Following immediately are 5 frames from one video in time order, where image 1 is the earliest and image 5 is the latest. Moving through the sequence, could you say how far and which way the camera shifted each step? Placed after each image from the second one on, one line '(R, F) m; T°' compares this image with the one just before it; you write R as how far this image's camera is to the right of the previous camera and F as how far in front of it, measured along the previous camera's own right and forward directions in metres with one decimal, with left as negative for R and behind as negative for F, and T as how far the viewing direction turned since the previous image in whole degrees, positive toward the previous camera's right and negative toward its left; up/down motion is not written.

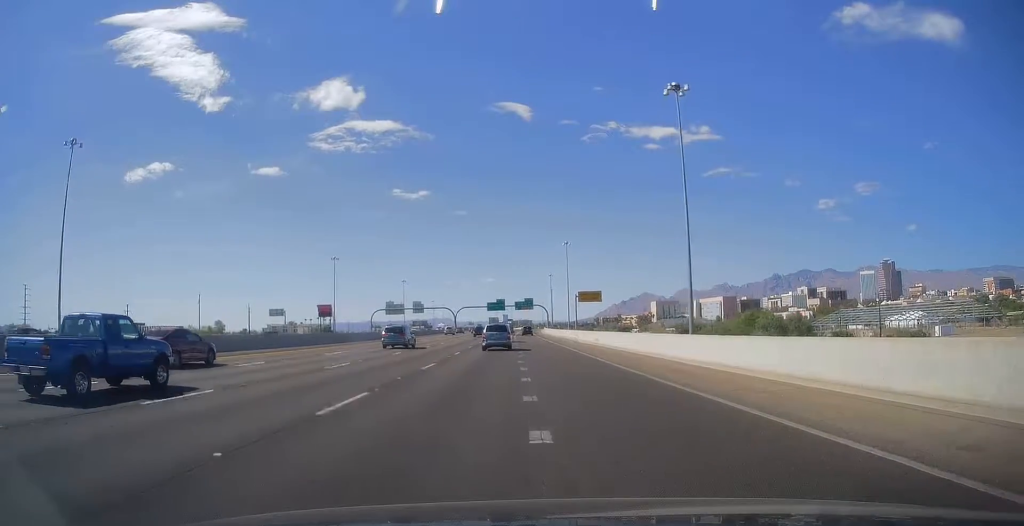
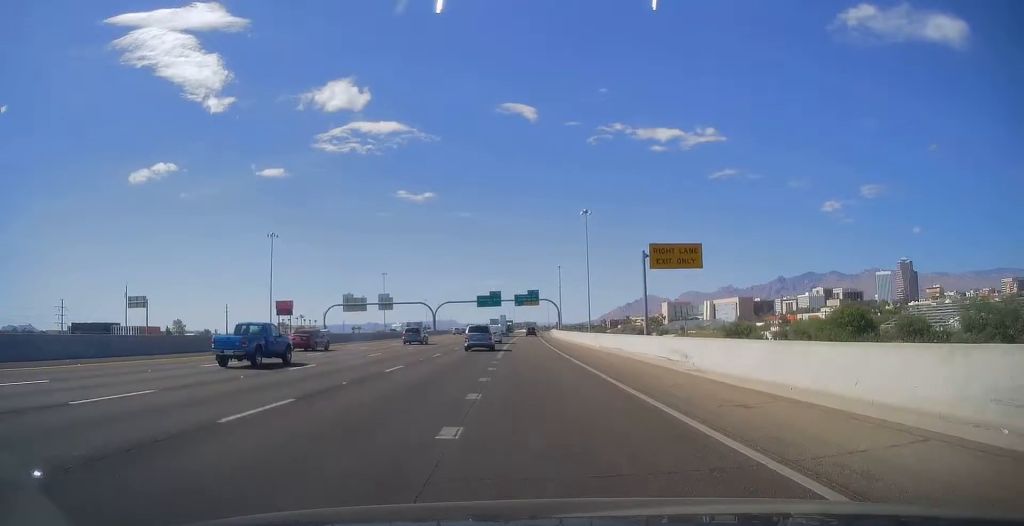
(-0.6, +49.5) m; 0°
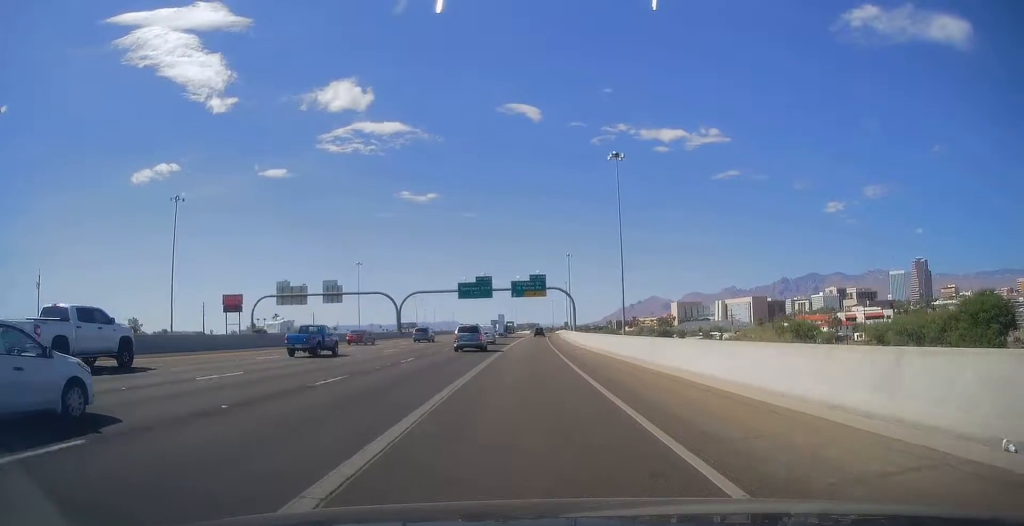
(-0.6, +42.2) m; -2°
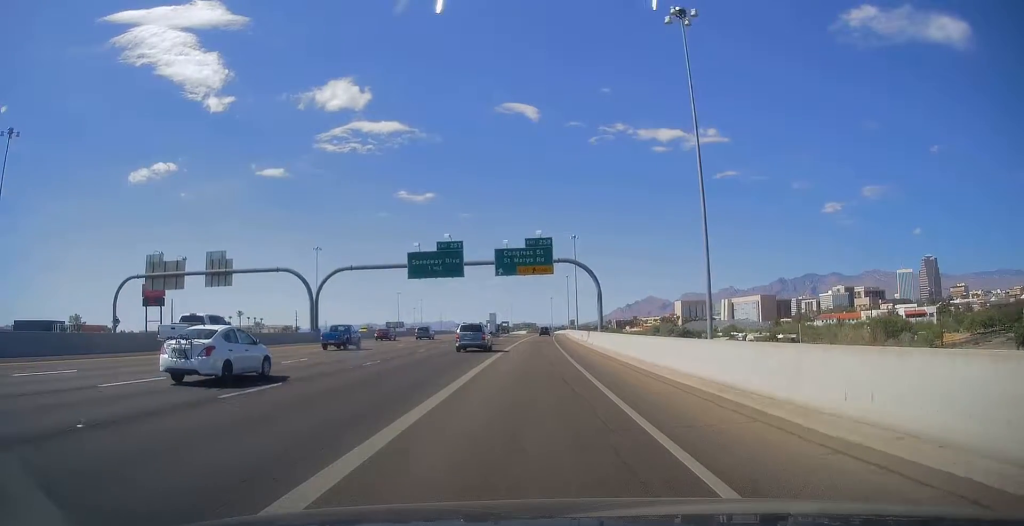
(-0.1, +40.1) m; 0°
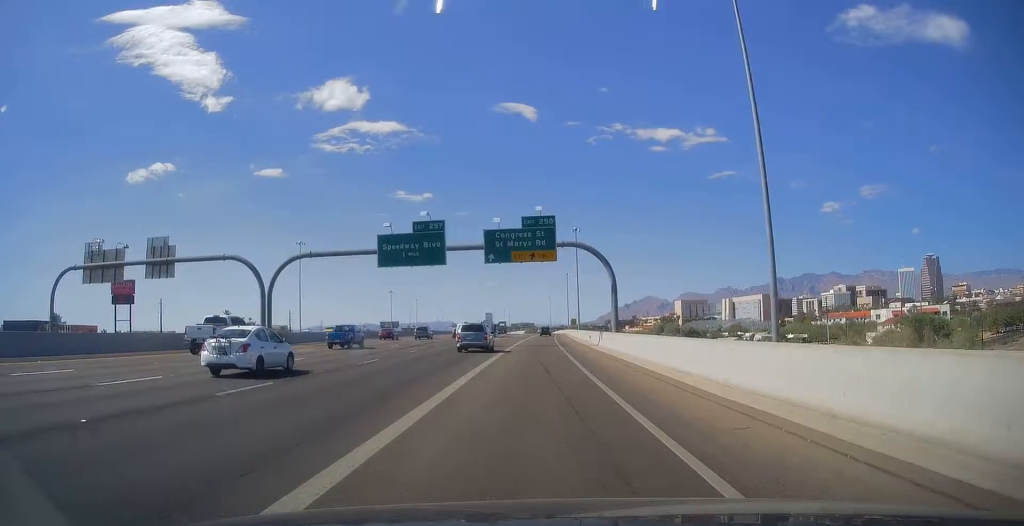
(-0.1, +11.8) m; +1°
